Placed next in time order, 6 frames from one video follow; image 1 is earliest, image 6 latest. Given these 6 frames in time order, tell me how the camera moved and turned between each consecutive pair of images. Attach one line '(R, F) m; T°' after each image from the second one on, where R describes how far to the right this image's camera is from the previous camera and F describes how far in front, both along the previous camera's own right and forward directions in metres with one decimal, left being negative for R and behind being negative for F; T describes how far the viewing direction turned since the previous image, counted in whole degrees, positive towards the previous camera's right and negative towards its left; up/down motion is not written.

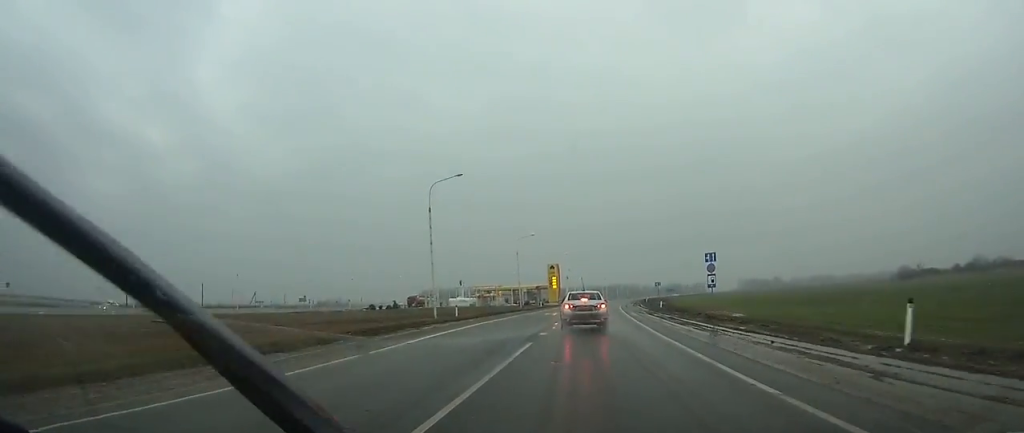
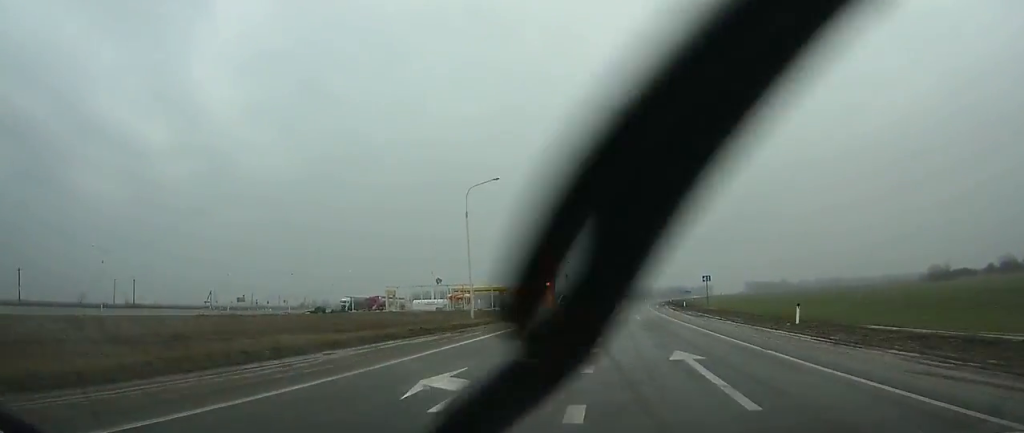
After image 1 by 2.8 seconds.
(+0.3, +37.2) m; 0°
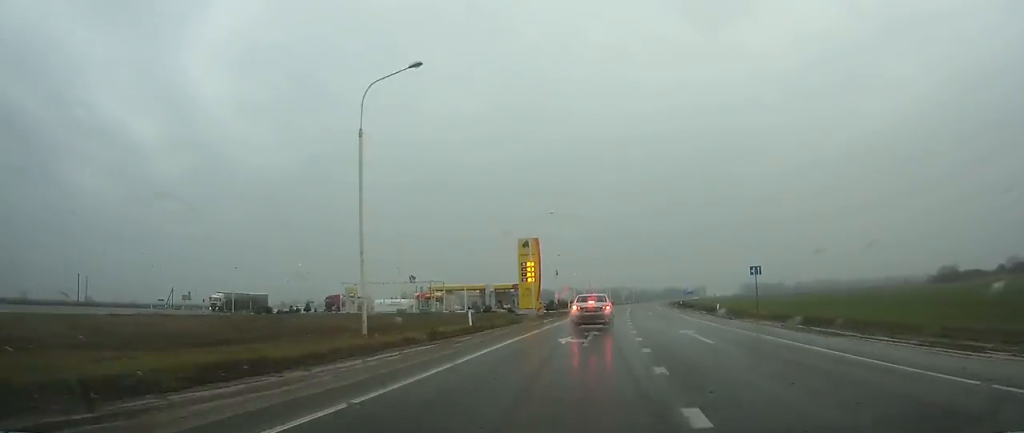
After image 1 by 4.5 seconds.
(-0.1, +19.2) m; +1°
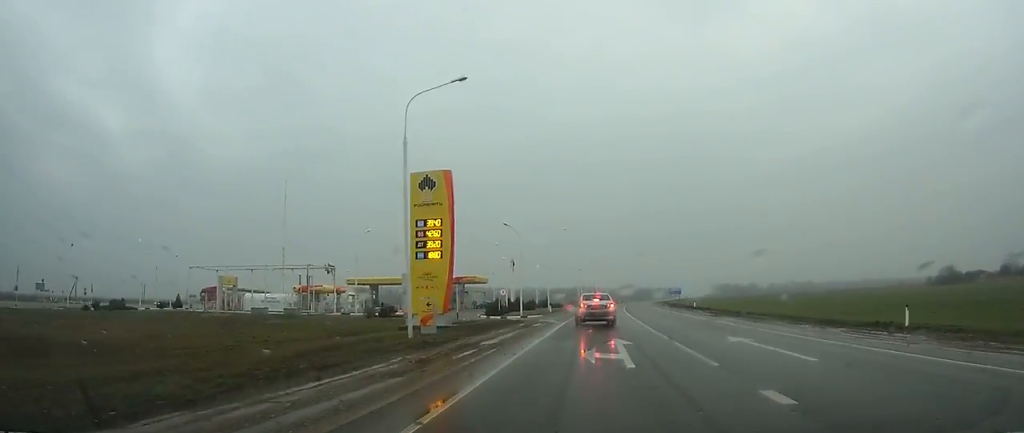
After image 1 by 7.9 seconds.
(+0.9, +32.2) m; +2°
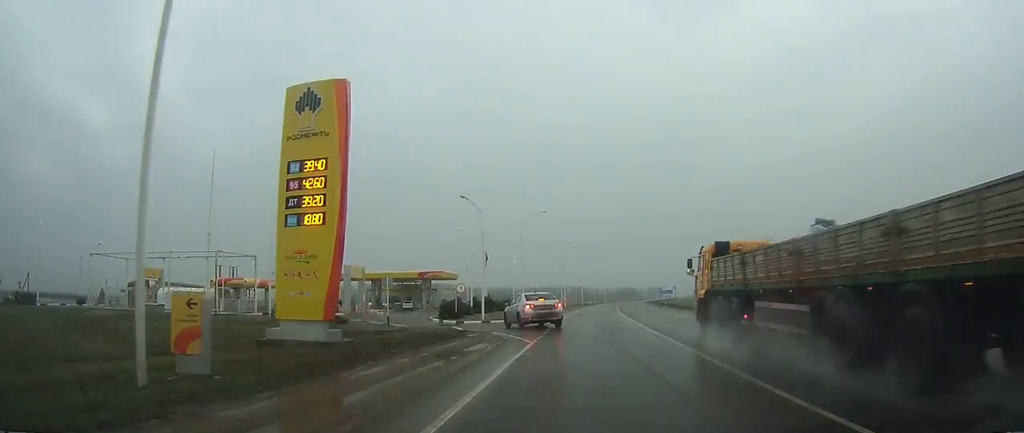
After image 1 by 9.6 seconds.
(+0.1, +12.6) m; -2°
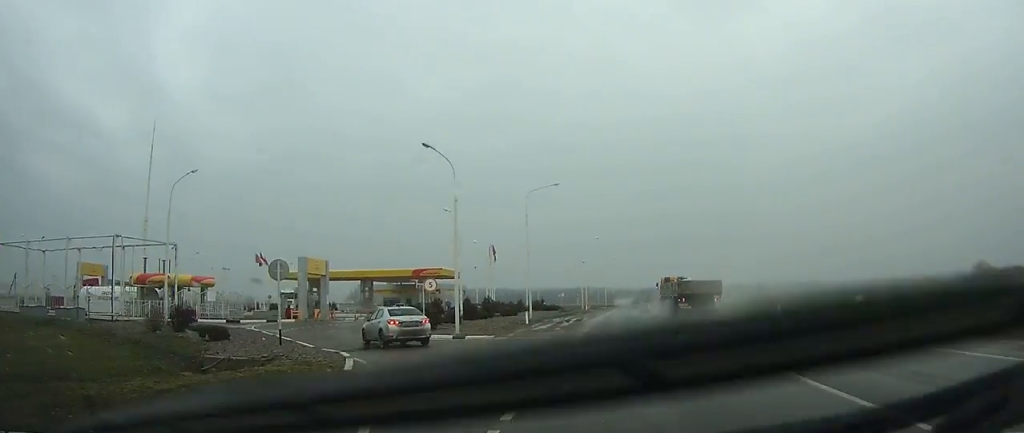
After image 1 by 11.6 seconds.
(-0.5, +13.0) m; -10°
